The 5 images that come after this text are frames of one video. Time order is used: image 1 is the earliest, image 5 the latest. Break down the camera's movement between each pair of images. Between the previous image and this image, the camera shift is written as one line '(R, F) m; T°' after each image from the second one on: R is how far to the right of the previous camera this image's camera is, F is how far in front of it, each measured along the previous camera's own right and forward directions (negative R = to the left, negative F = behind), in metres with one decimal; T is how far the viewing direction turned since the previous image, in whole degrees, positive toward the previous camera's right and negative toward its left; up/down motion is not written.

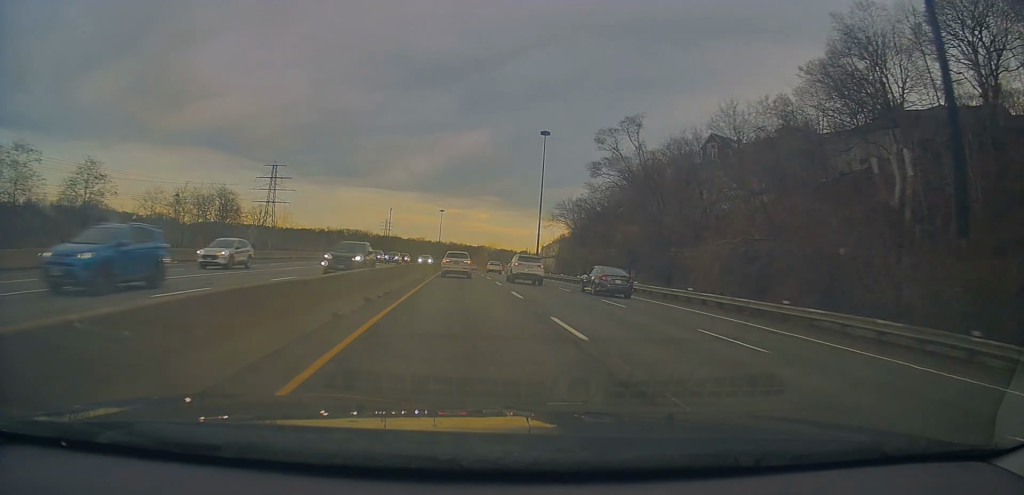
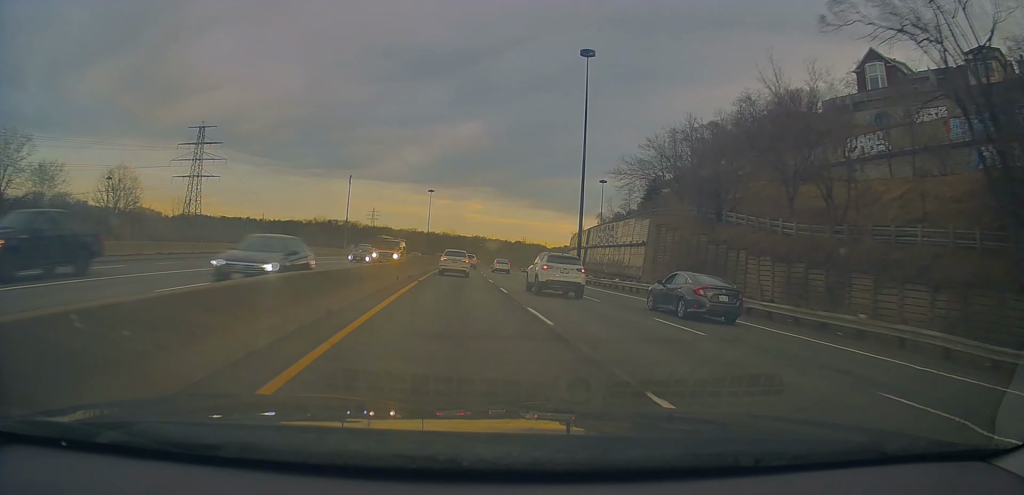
(+0.1, +53.1) m; 0°
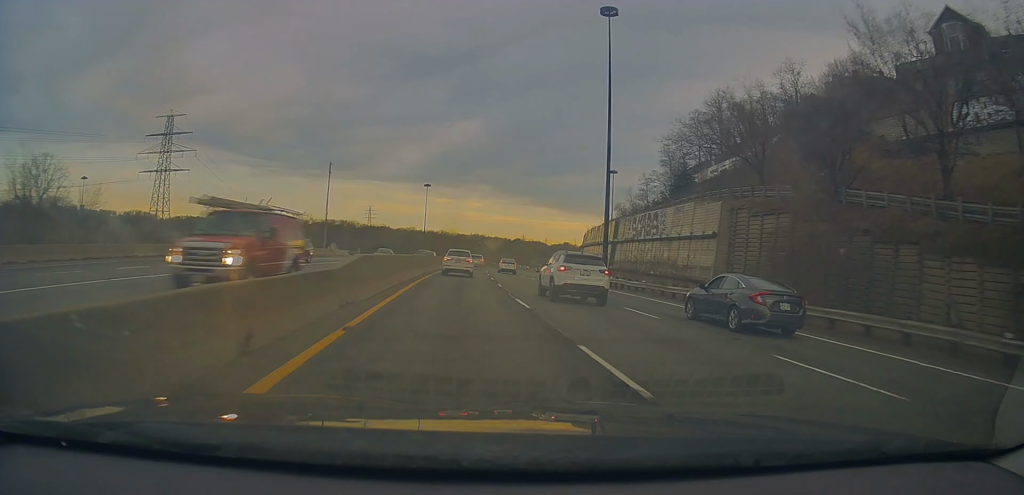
(0.0, +15.7) m; 0°
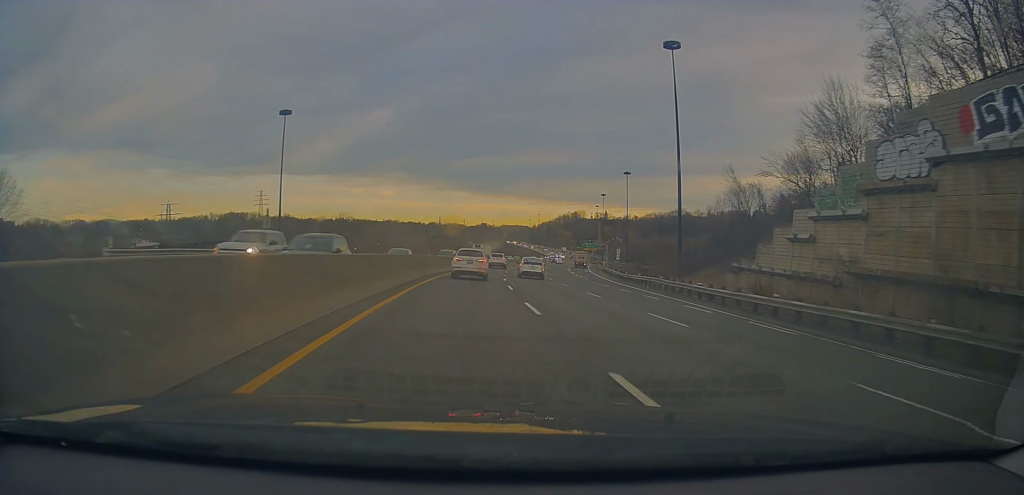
(+6.0, +102.2) m; +10°
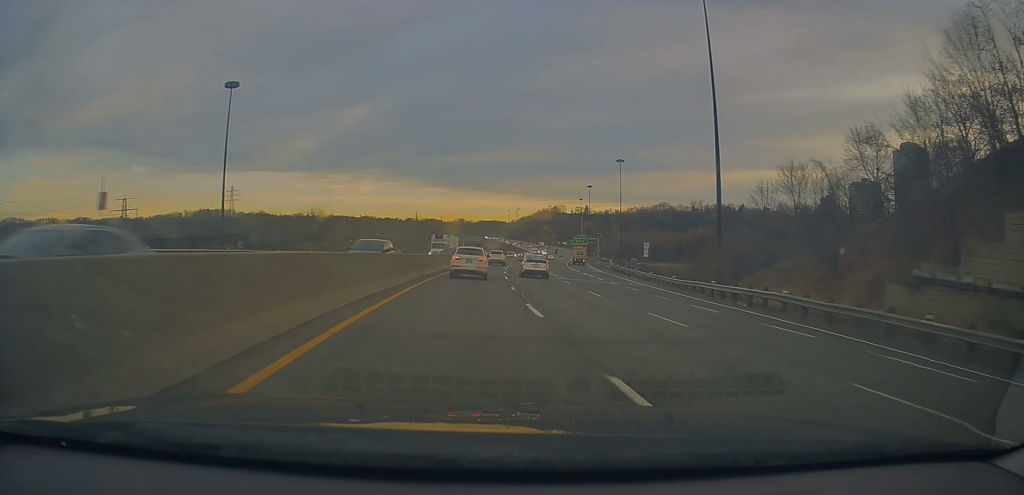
(+0.4, +18.8) m; +2°
